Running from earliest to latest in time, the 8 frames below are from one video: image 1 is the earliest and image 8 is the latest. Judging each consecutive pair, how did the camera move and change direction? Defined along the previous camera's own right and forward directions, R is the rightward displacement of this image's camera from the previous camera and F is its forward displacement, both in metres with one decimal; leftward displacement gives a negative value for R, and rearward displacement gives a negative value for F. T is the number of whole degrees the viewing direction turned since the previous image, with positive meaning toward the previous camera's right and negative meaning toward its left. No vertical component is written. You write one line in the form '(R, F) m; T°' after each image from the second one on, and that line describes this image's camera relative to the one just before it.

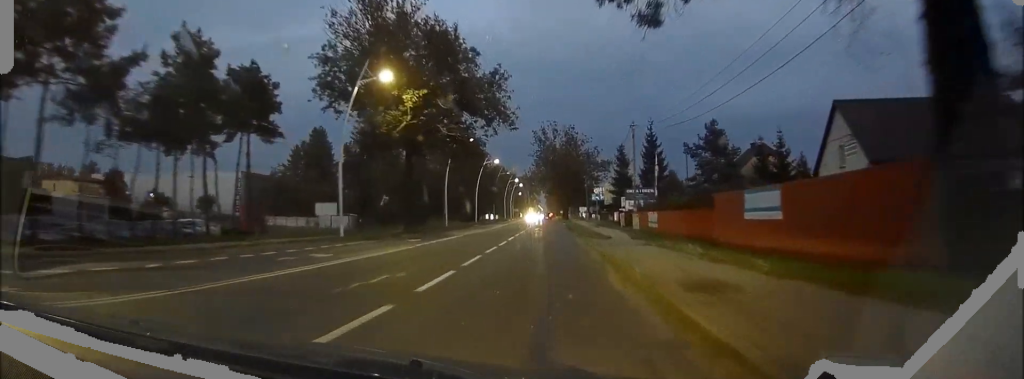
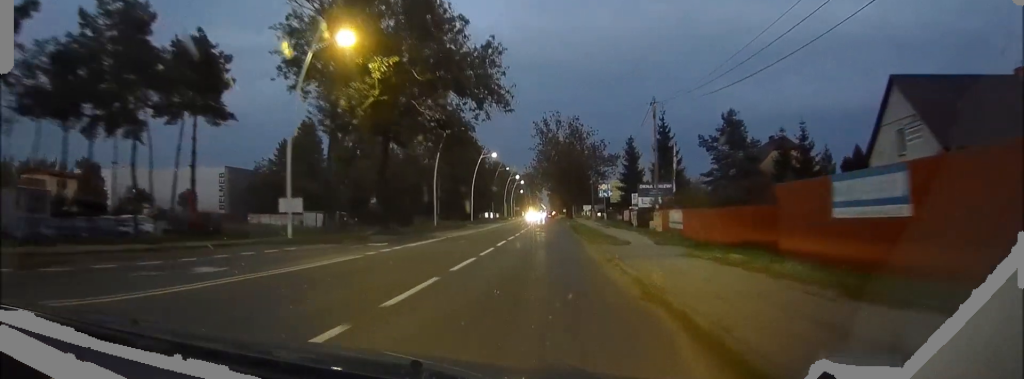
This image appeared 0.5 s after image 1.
(0.0, +7.9) m; 0°
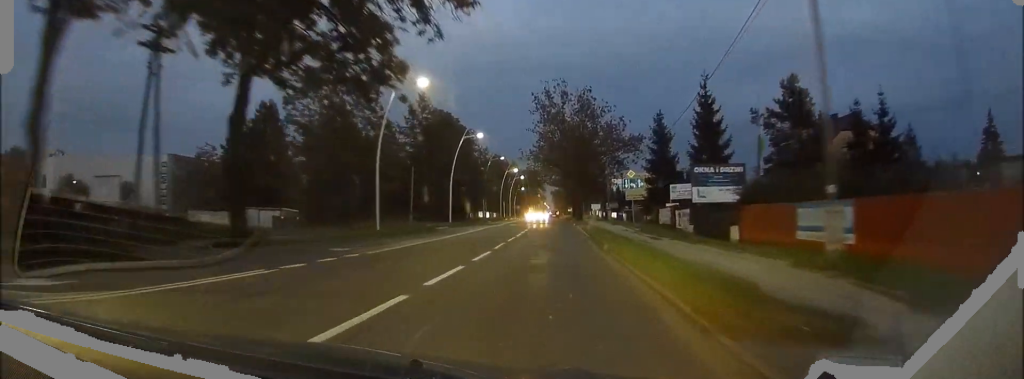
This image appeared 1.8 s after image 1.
(-0.2, +20.8) m; 0°
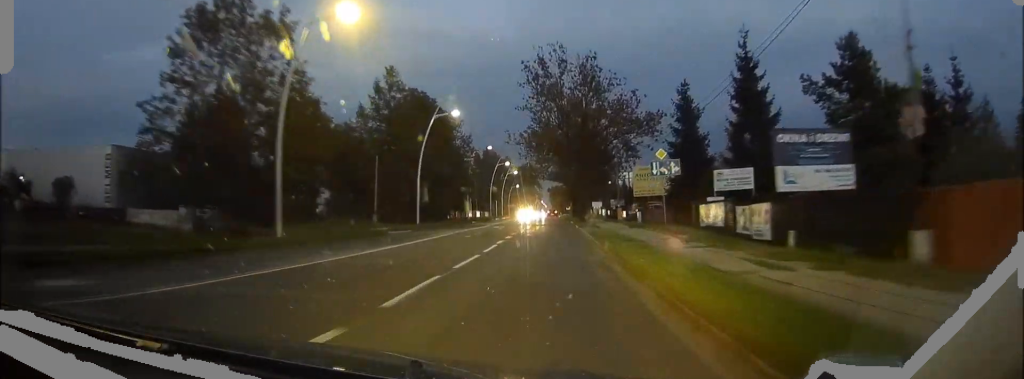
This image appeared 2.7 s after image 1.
(+0.2, +14.2) m; 0°
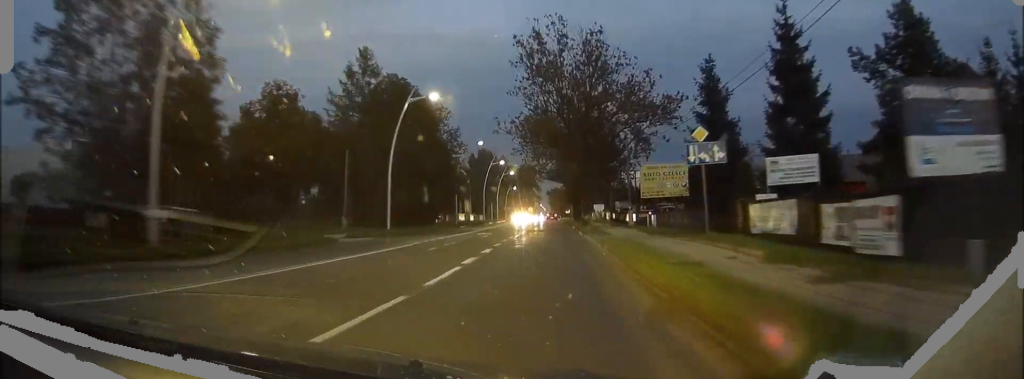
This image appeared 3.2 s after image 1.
(-0.1, +8.9) m; 0°
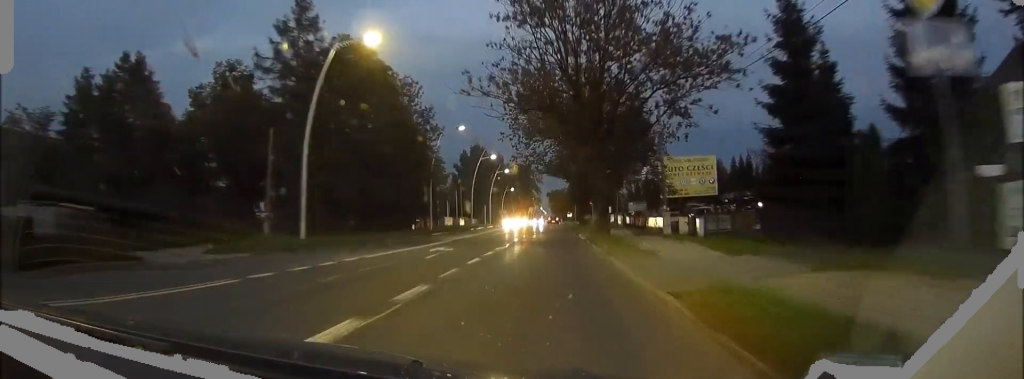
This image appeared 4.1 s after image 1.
(-0.1, +15.0) m; 0°
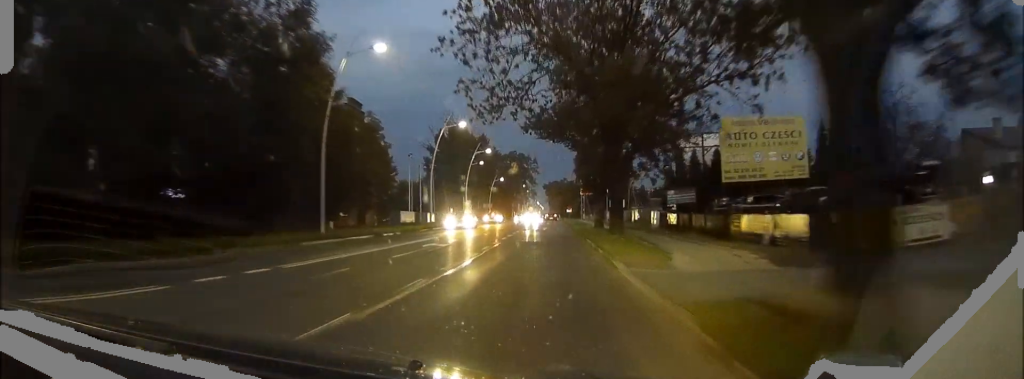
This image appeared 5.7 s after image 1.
(-0.1, +26.8) m; 0°
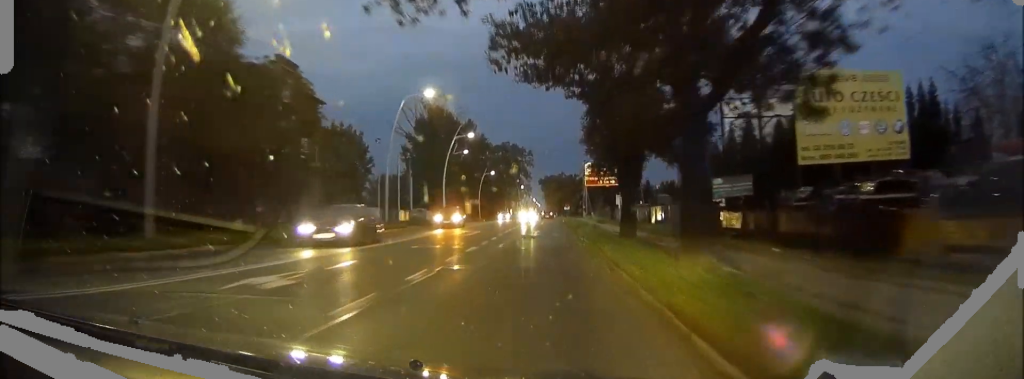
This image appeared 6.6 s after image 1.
(+0.1, +14.3) m; +1°
